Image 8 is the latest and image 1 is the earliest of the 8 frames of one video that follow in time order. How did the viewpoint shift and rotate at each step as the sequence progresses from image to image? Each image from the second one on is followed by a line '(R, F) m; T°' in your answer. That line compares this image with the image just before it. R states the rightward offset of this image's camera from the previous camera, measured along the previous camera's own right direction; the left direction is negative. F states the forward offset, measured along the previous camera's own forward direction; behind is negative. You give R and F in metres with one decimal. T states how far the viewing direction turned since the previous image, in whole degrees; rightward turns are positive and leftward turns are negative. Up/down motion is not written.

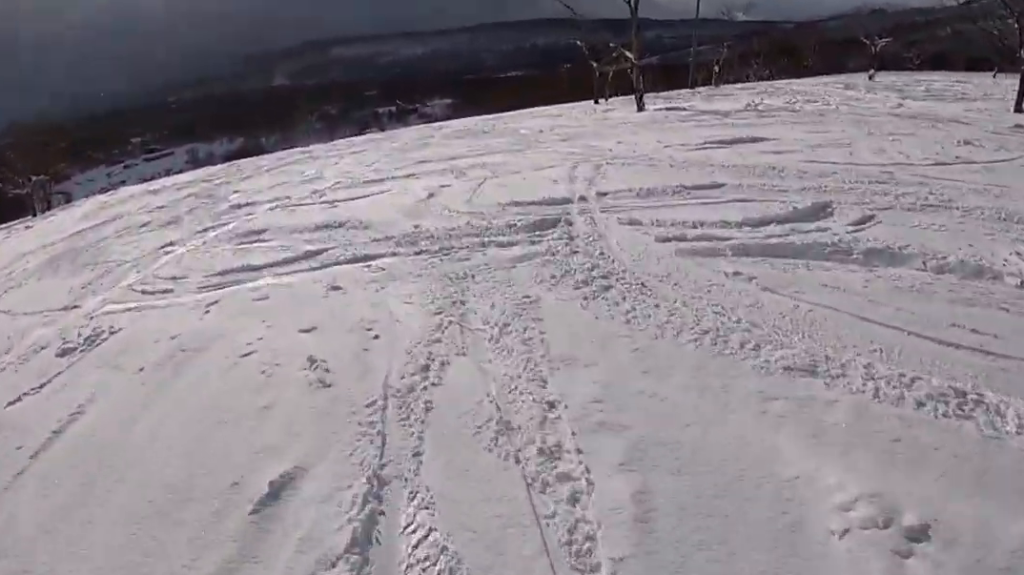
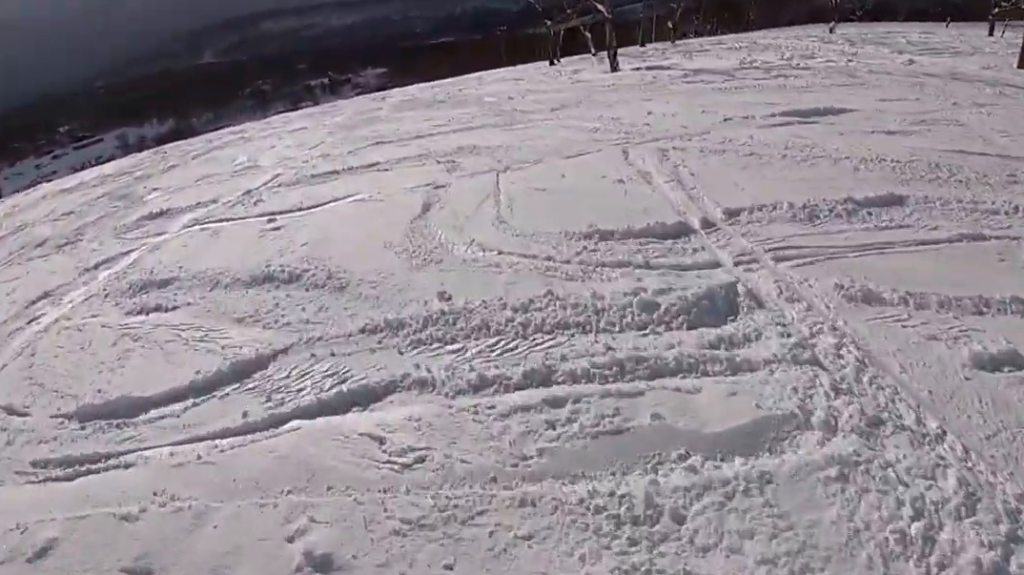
(+0.1, +3.2) m; +3°
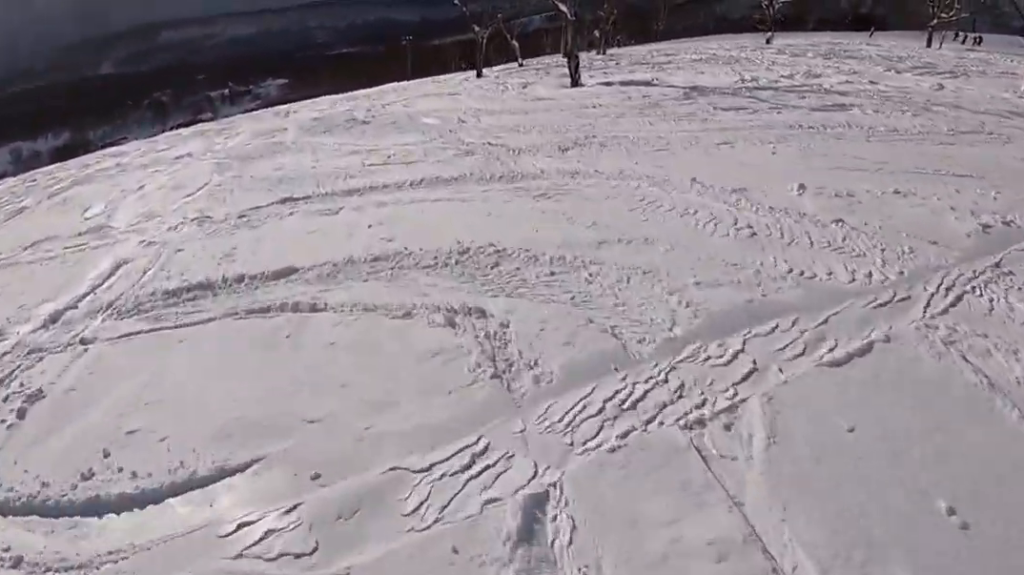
(+1.0, +5.2) m; 0°
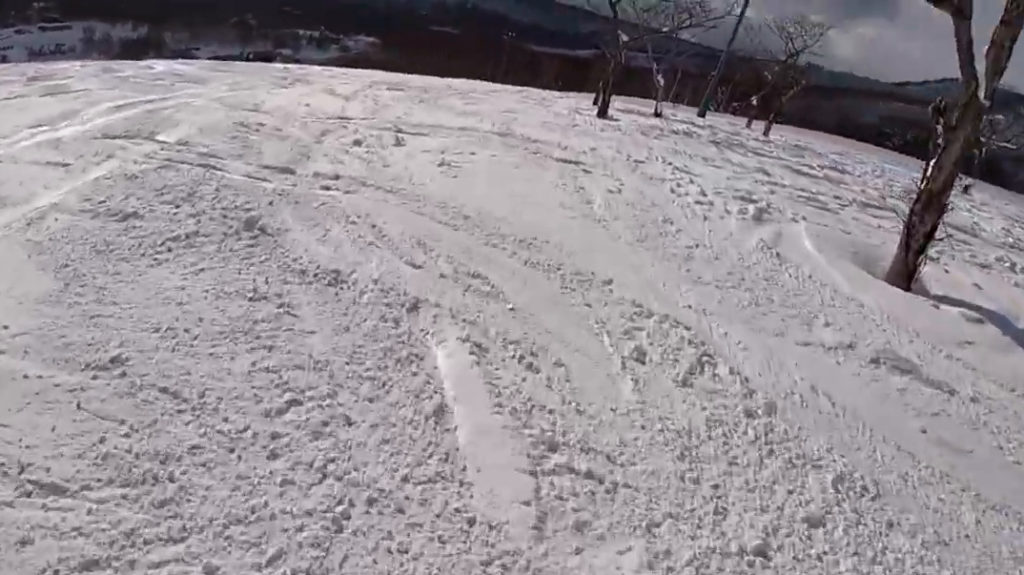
(-3.4, +12.6) m; -35°
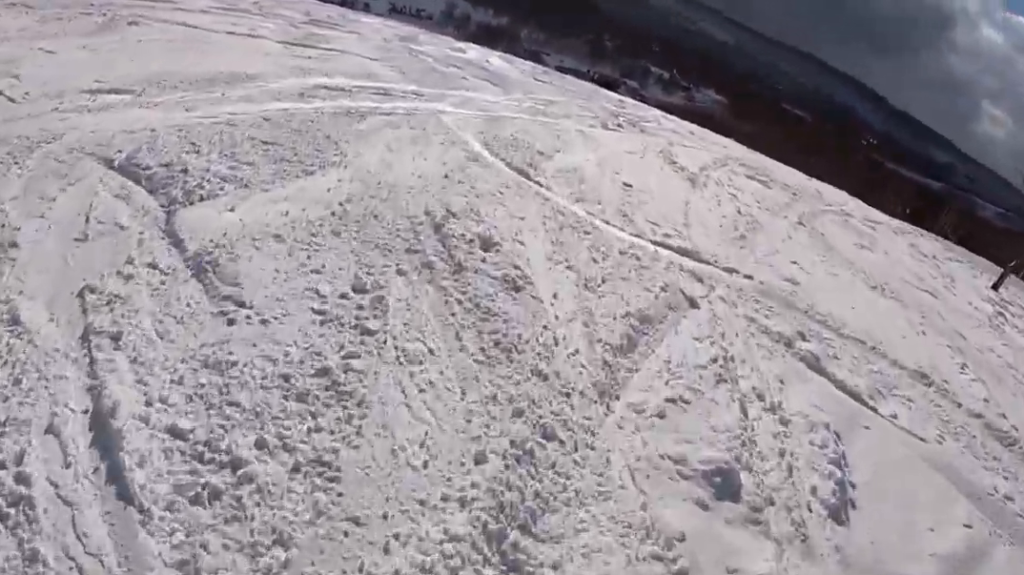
(-1.4, +6.1) m; -7°
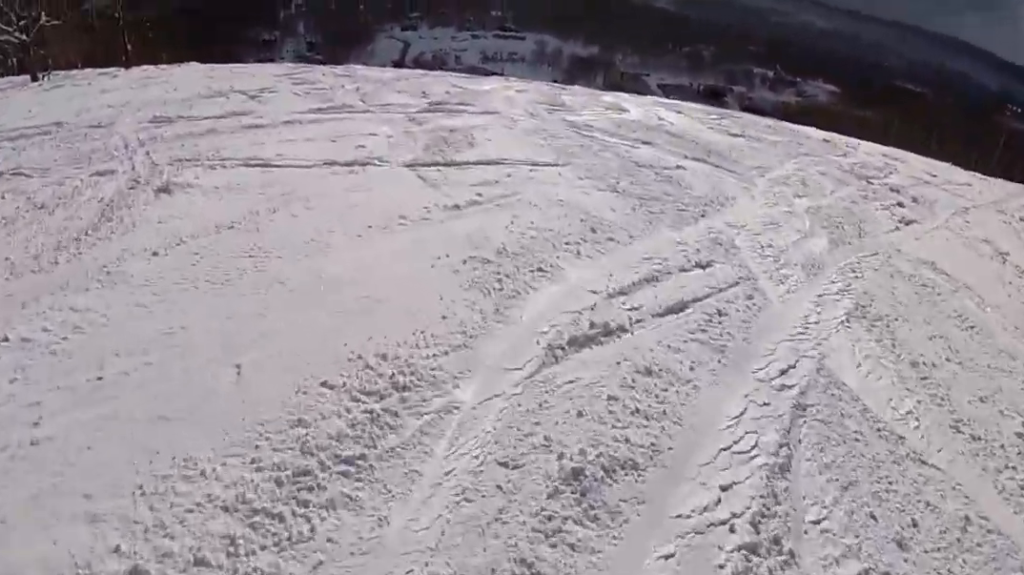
(+0.6, +6.0) m; +5°
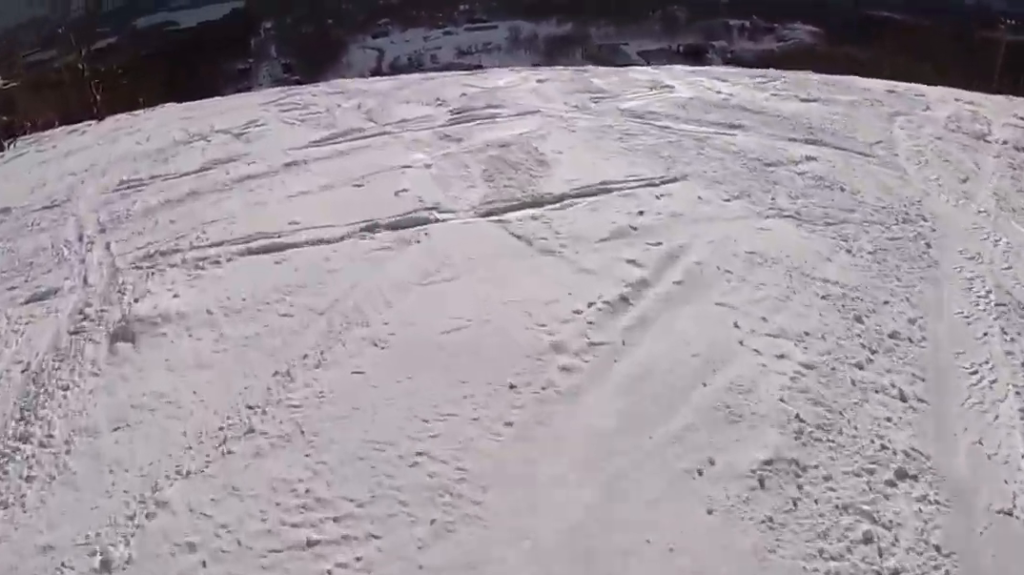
(+0.3, +2.8) m; +5°
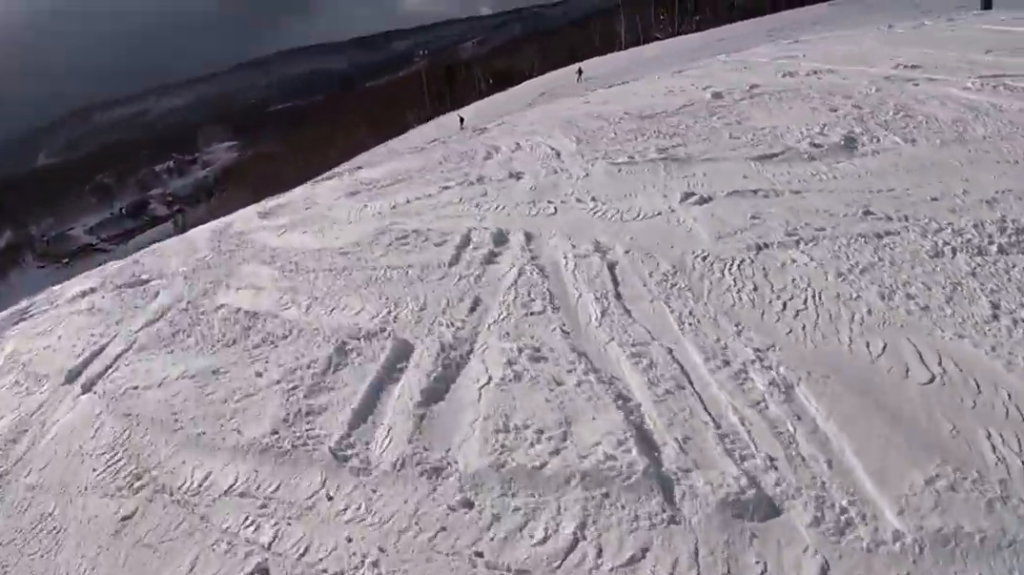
(+4.2, +10.2) m; +58°
